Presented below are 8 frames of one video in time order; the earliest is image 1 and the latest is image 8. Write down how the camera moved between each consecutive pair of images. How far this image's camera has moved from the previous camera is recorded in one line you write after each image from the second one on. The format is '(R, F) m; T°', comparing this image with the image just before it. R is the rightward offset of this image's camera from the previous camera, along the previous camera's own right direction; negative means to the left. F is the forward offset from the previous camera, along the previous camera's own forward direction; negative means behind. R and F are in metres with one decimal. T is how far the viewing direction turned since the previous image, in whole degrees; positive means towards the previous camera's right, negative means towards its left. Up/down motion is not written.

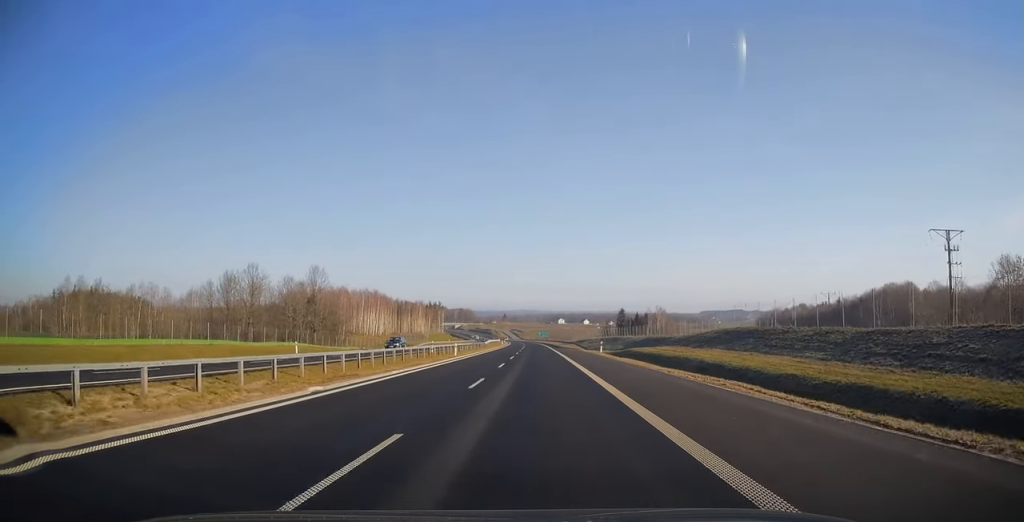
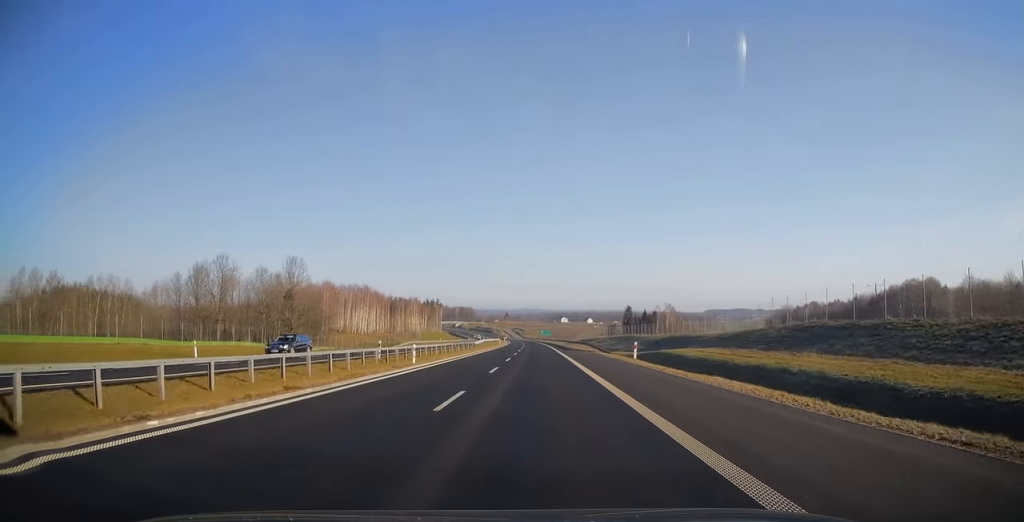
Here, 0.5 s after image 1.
(-0.1, +17.3) m; 0°
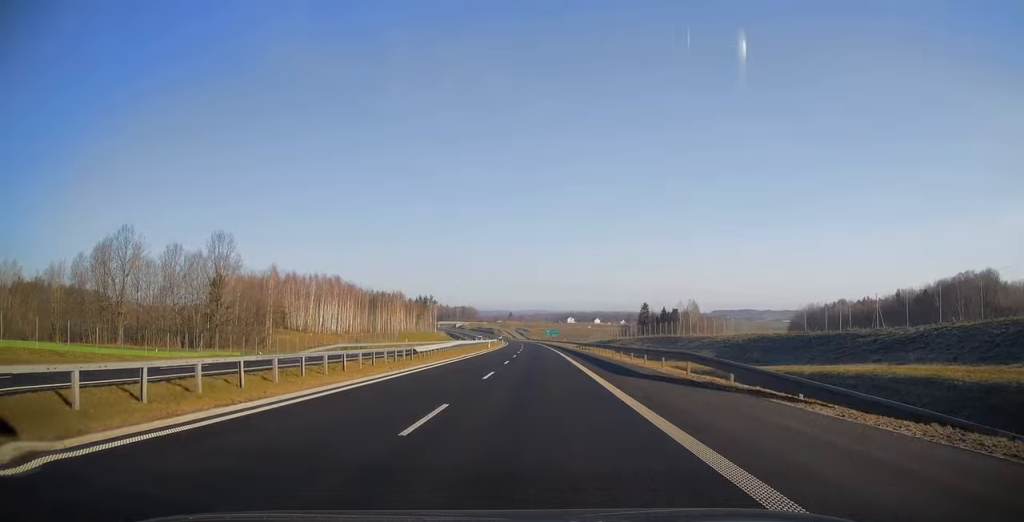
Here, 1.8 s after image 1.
(-0.1, +38.9) m; 0°
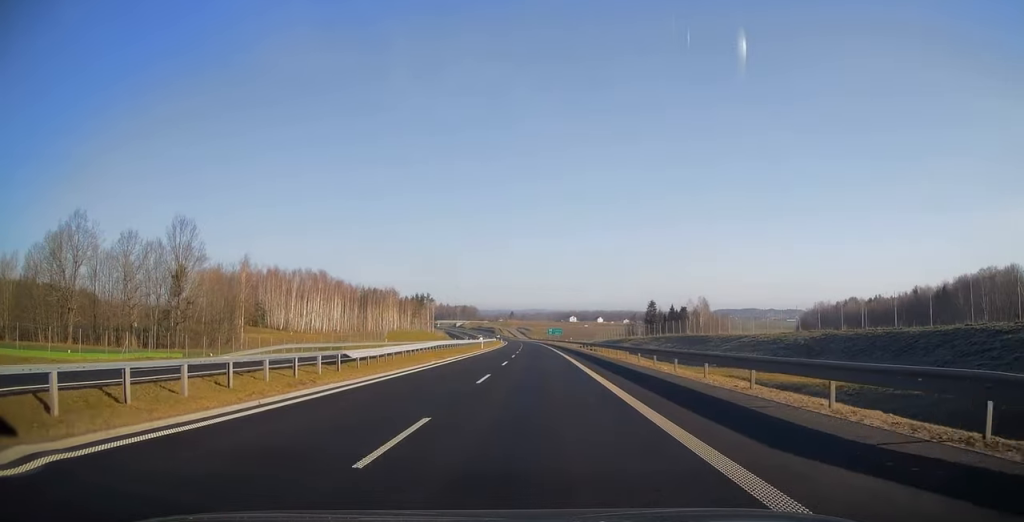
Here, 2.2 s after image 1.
(0.0, +14.2) m; 0°
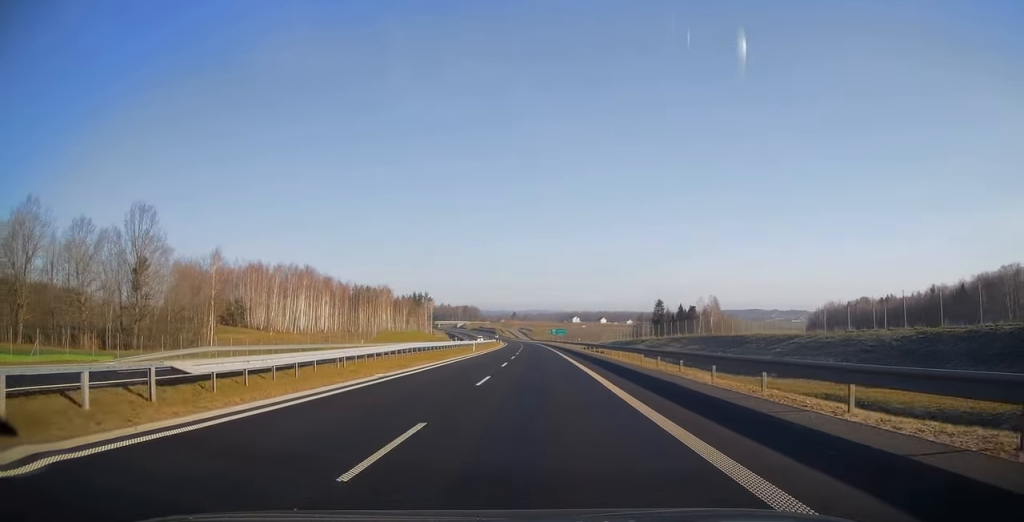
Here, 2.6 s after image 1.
(-0.1, +12.6) m; 0°
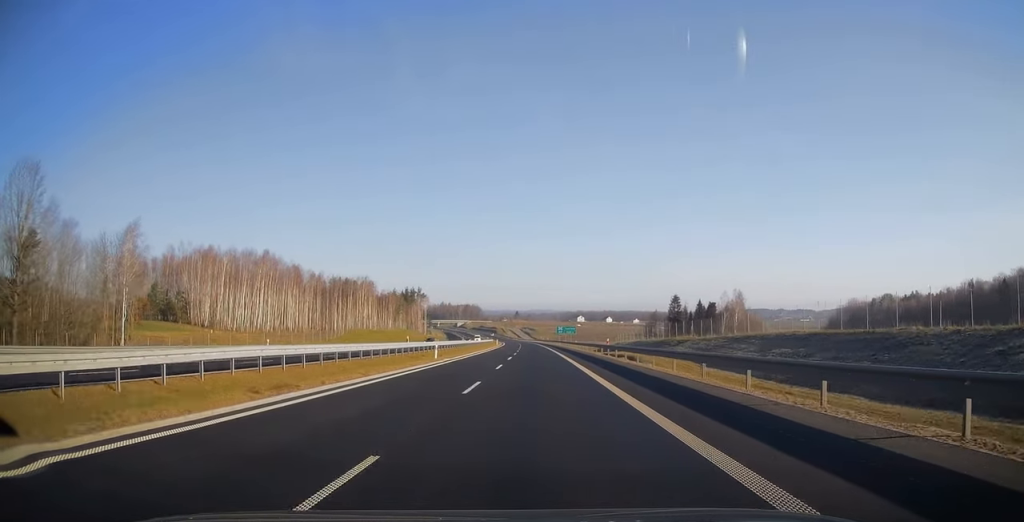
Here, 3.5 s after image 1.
(-0.1, +26.8) m; 0°
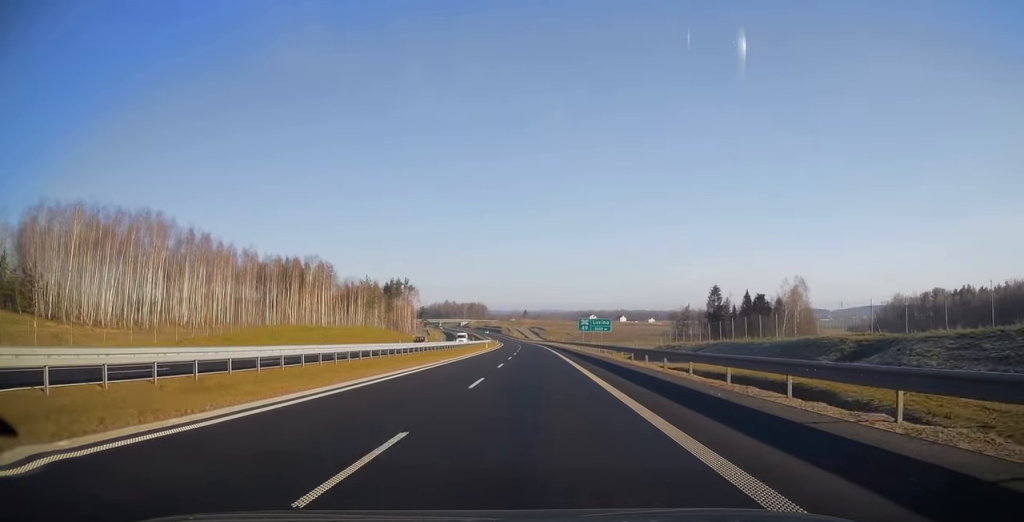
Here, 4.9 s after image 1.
(-0.4, +46.3) m; -1°
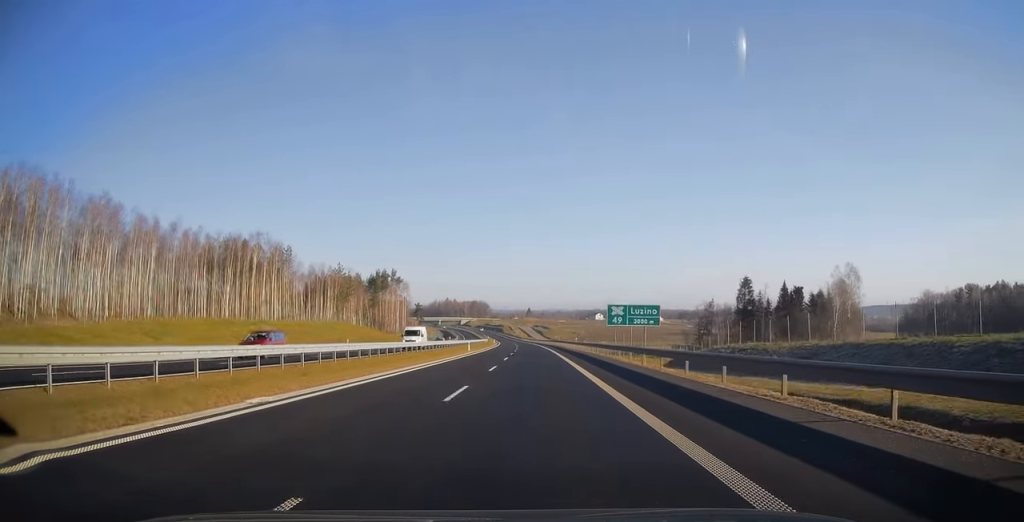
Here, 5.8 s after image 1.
(0.0, +27.9) m; 0°
